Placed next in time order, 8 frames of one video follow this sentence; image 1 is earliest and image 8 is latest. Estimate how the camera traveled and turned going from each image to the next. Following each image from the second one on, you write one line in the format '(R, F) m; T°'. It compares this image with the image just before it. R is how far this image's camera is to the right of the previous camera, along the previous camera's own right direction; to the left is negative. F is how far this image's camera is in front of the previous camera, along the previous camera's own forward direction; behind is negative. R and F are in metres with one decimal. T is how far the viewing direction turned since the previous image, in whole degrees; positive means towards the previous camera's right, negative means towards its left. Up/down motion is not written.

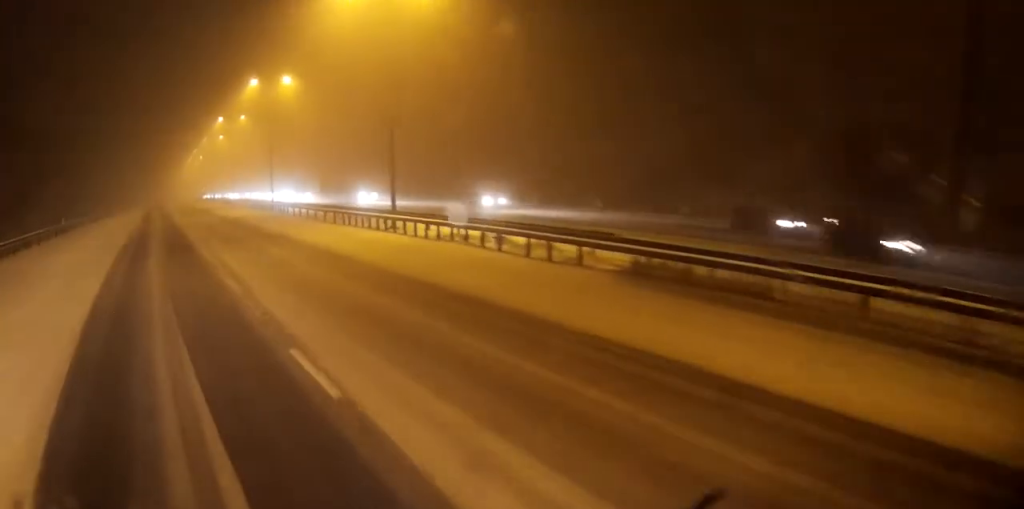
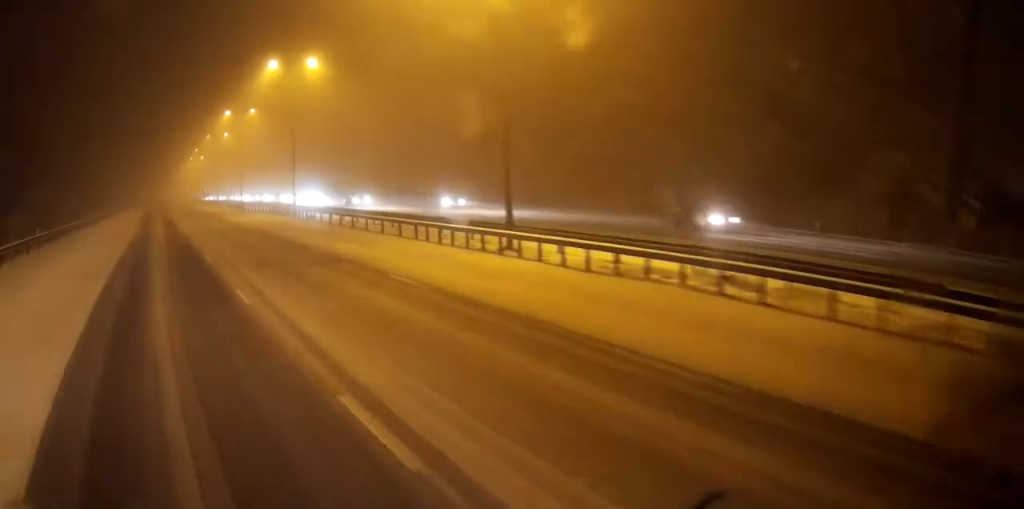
(+0.2, +11.0) m; +1°
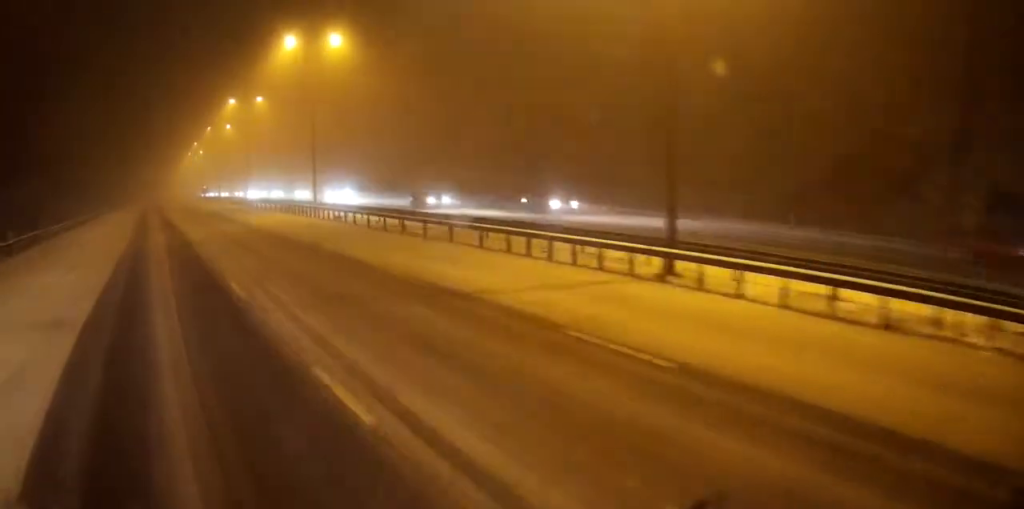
(0.0, +7.9) m; 0°
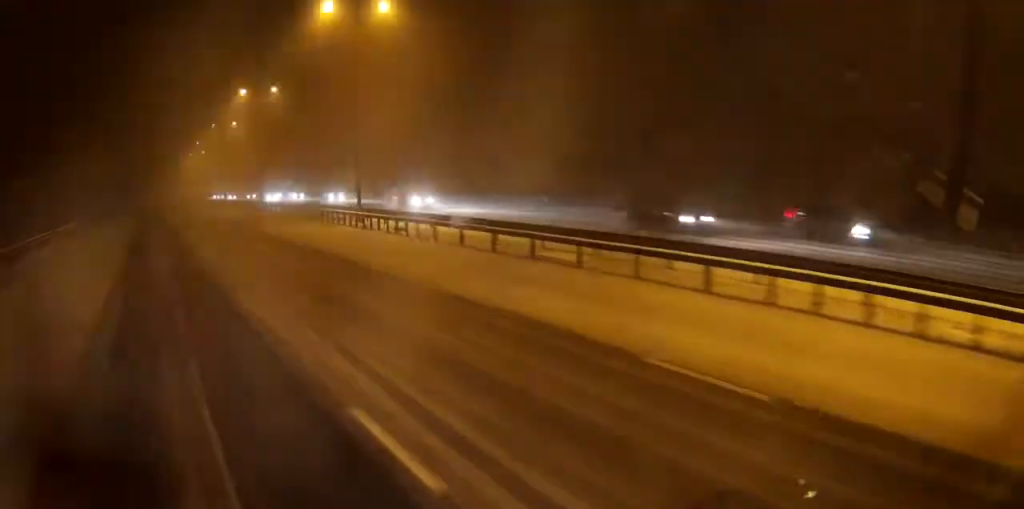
(0.0, +10.4) m; +1°
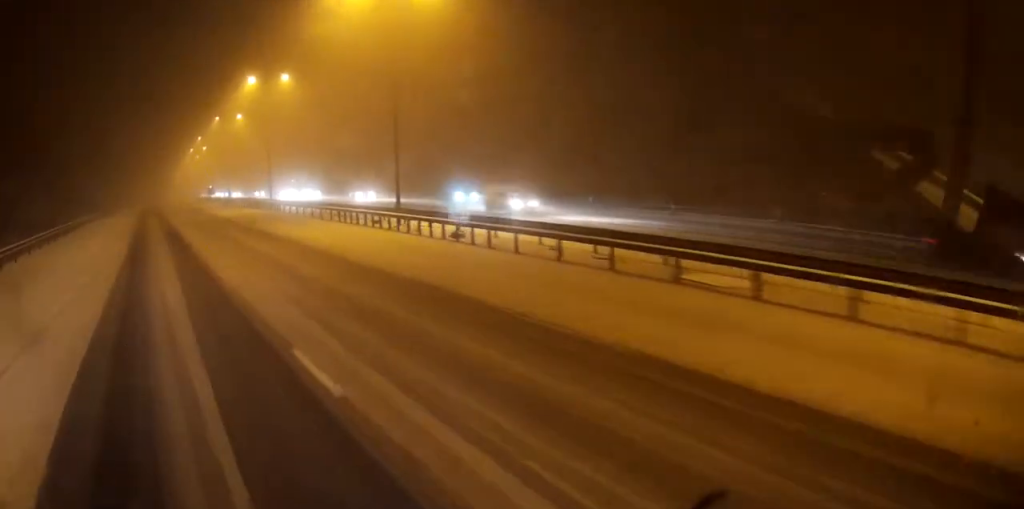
(0.0, +6.2) m; +1°
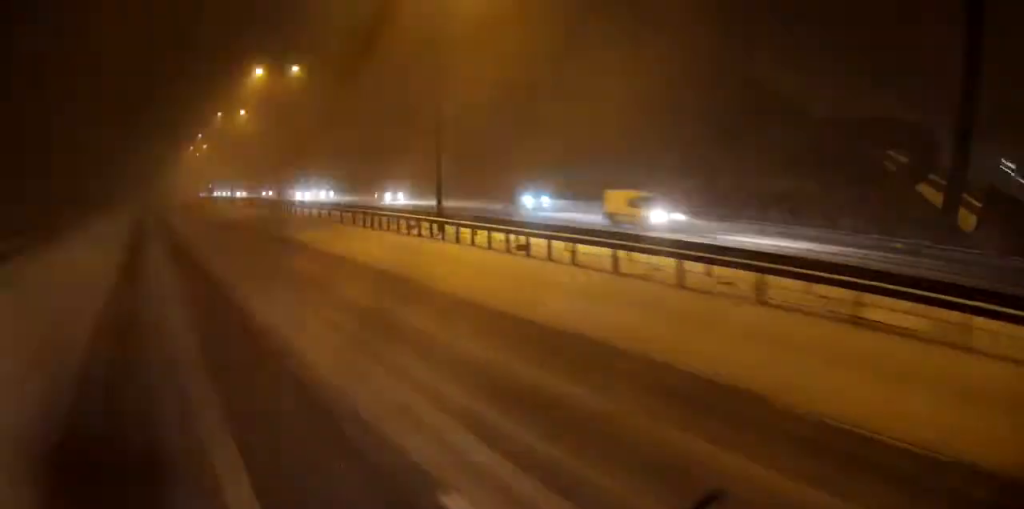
(+0.2, +5.0) m; 0°
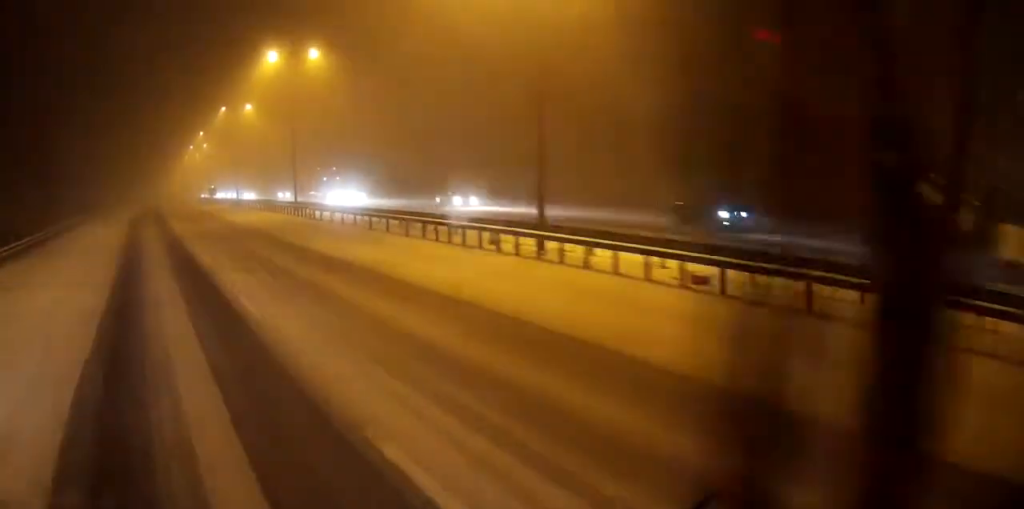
(0.0, +8.0) m; -1°
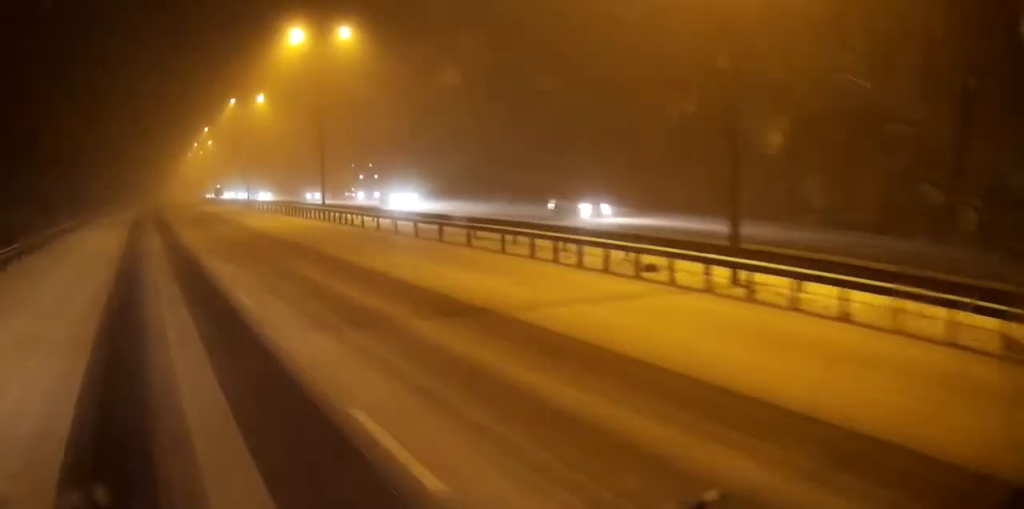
(-0.2, +8.1) m; -3°
